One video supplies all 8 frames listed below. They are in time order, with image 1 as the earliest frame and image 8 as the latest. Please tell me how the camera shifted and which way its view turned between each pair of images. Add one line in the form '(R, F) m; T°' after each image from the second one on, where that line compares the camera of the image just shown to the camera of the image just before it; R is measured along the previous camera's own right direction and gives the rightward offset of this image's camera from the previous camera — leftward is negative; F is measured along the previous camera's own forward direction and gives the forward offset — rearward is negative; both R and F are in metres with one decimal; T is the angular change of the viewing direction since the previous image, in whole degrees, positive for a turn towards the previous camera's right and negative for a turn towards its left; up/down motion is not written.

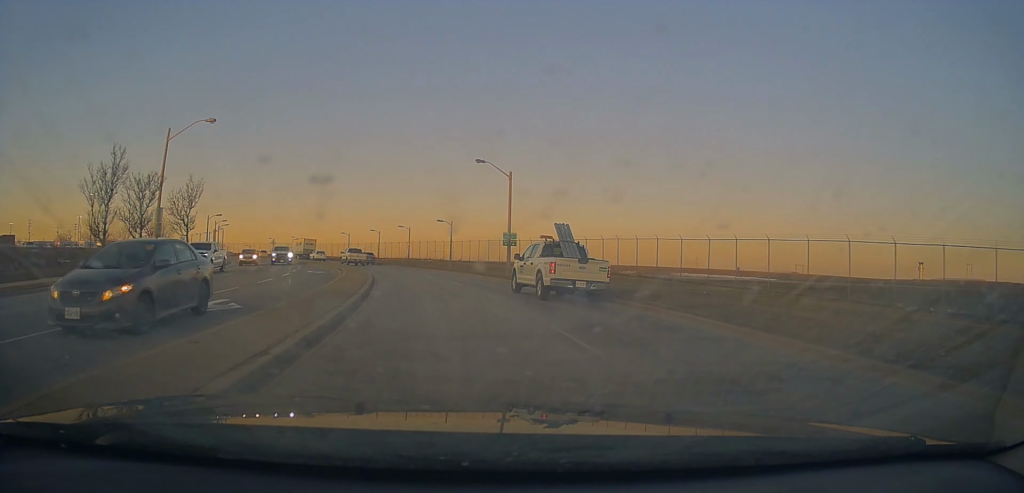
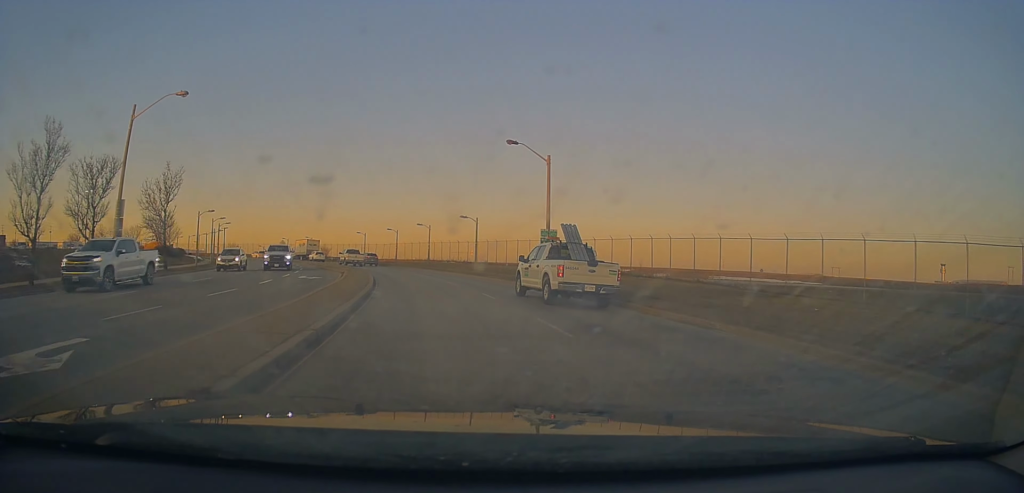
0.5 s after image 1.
(-0.2, +6.9) m; -2°
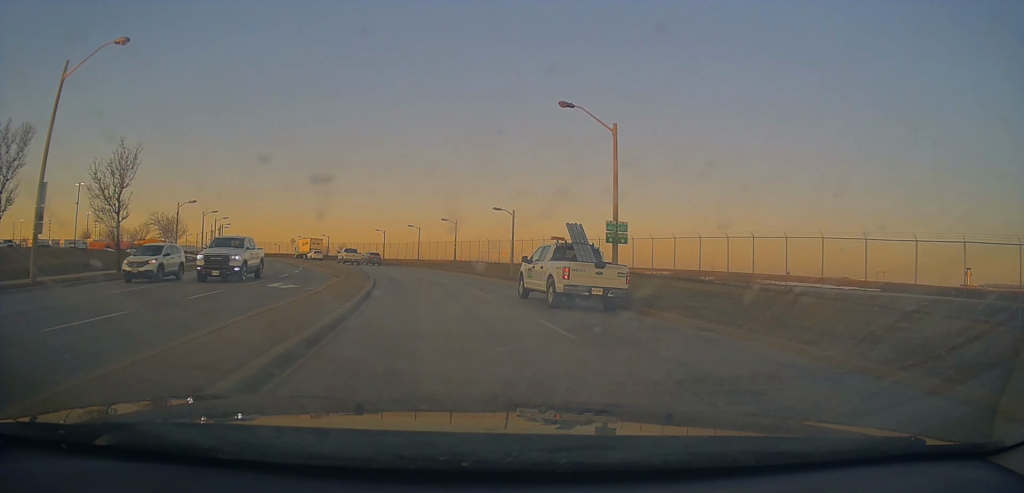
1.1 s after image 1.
(-0.1, +8.4) m; -3°
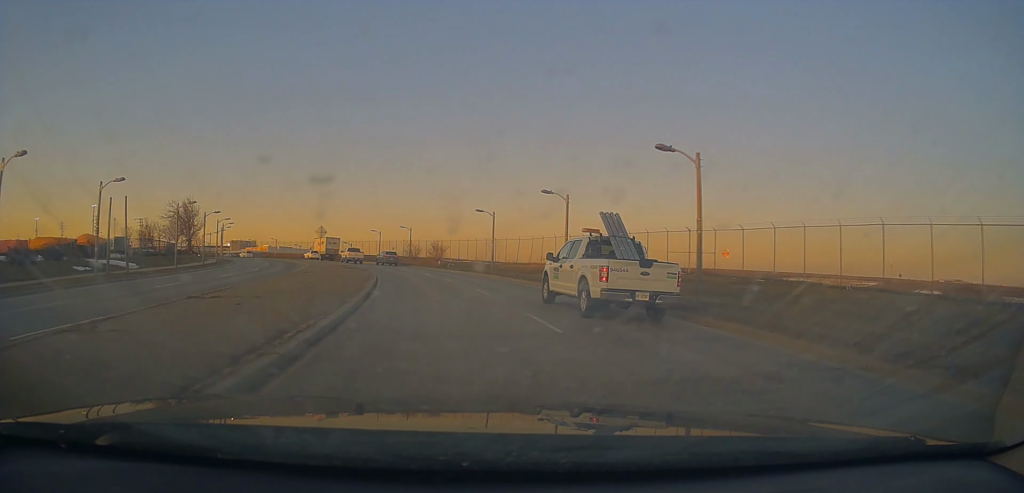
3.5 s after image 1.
(-4.0, +36.1) m; -11°
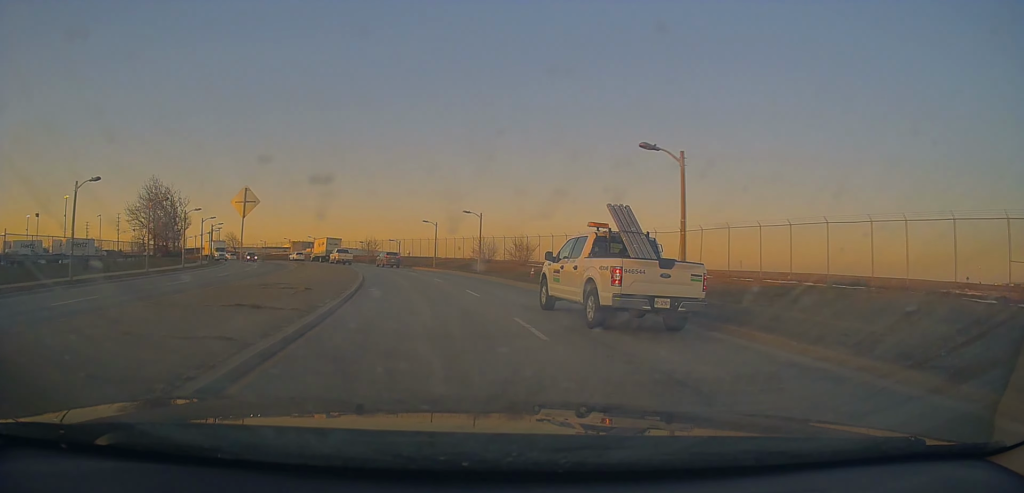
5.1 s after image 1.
(-1.7, +27.3) m; -10°
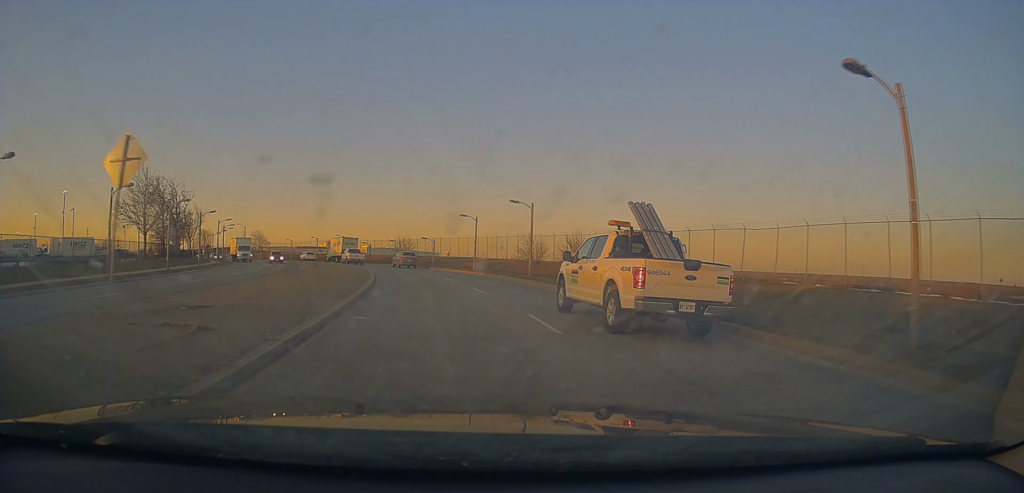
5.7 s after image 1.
(-0.5, +8.8) m; -4°
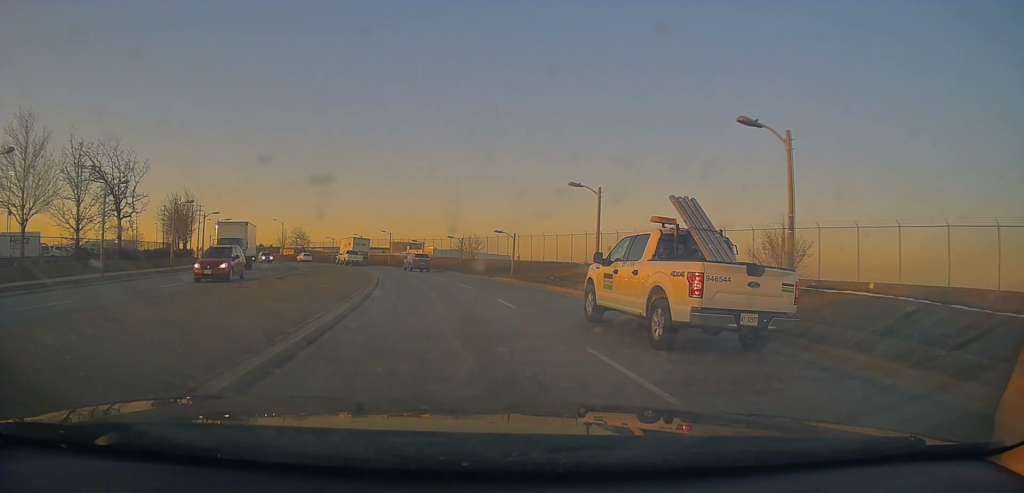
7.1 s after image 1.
(-1.4, +23.1) m; -5°
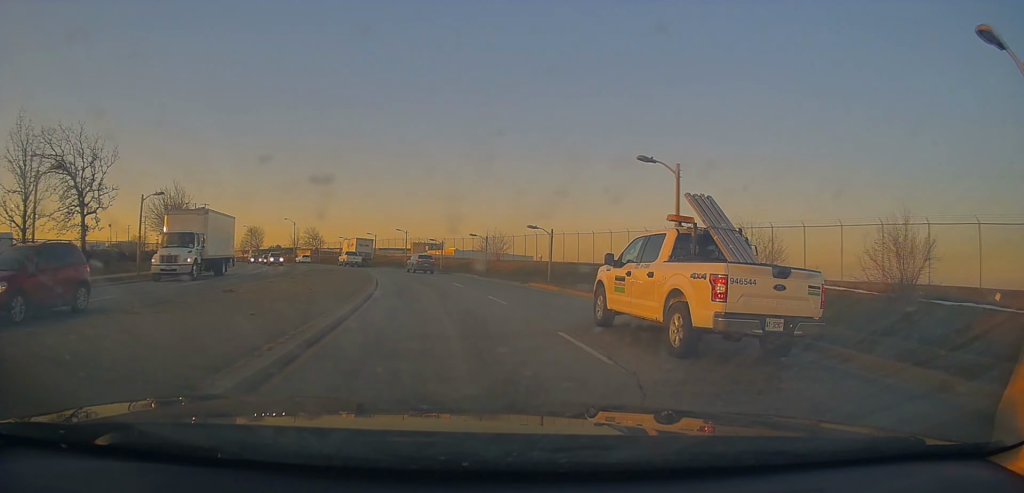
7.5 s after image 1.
(0.0, +7.3) m; -2°
